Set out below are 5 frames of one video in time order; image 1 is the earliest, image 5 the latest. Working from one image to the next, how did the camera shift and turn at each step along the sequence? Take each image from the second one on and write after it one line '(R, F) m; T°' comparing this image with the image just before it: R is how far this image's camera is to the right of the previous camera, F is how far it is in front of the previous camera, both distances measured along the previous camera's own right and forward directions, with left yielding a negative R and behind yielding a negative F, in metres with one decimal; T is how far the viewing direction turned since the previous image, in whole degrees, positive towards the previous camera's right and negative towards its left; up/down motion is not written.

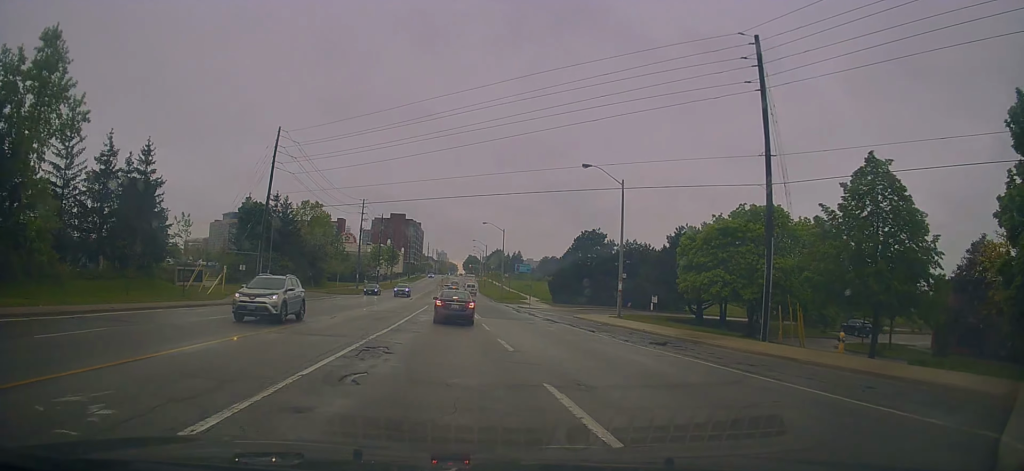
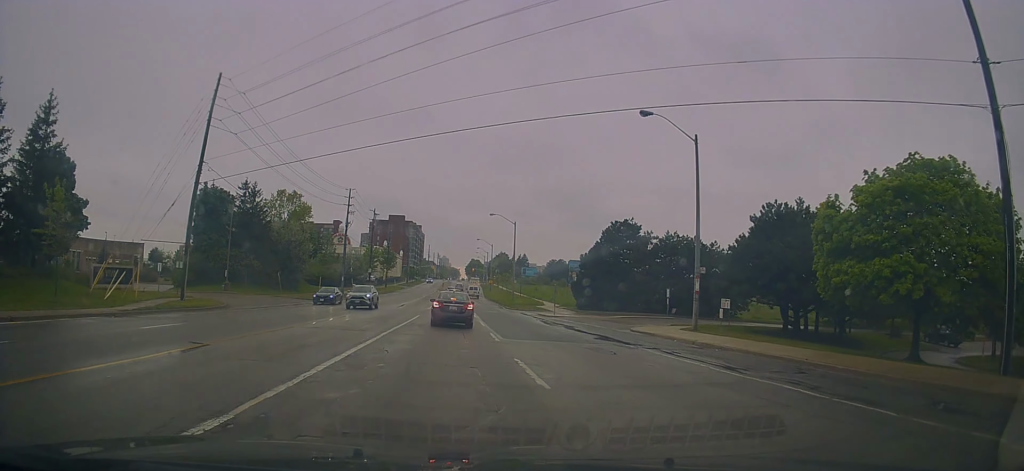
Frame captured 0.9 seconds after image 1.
(-0.2, +14.7) m; -1°
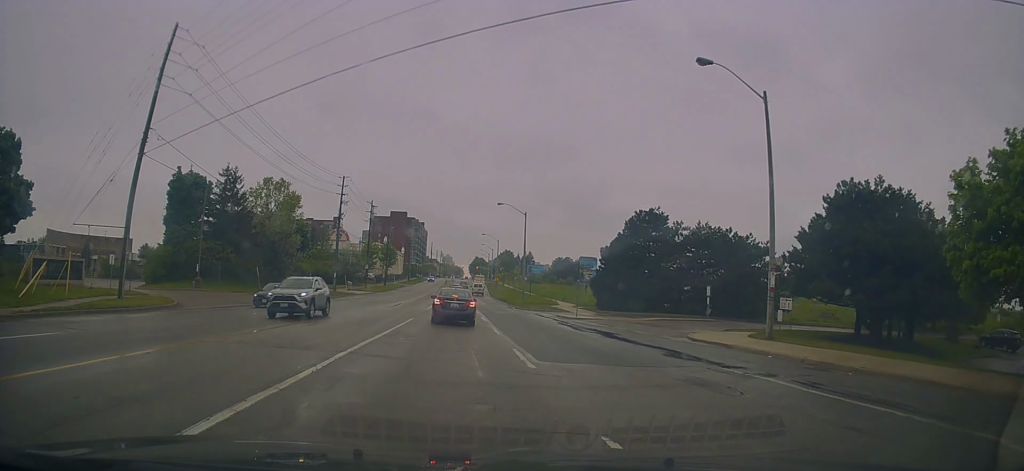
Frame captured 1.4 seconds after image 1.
(0.0, +6.8) m; 0°
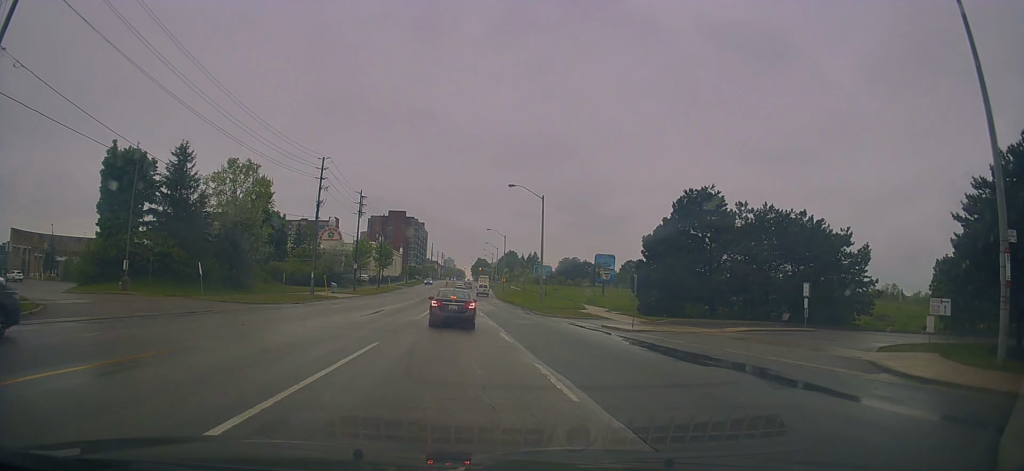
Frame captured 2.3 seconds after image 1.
(0.0, +11.7) m; 0°
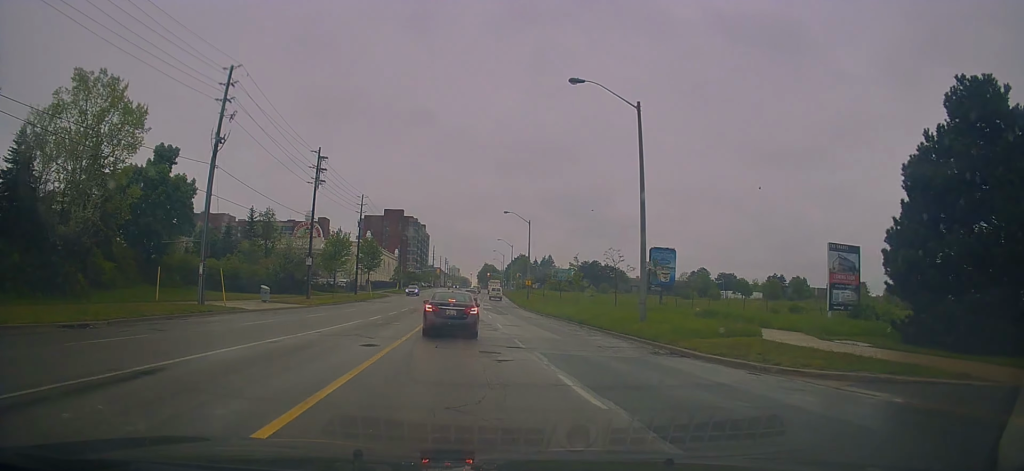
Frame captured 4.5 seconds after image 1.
(-0.5, +30.1) m; -1°
